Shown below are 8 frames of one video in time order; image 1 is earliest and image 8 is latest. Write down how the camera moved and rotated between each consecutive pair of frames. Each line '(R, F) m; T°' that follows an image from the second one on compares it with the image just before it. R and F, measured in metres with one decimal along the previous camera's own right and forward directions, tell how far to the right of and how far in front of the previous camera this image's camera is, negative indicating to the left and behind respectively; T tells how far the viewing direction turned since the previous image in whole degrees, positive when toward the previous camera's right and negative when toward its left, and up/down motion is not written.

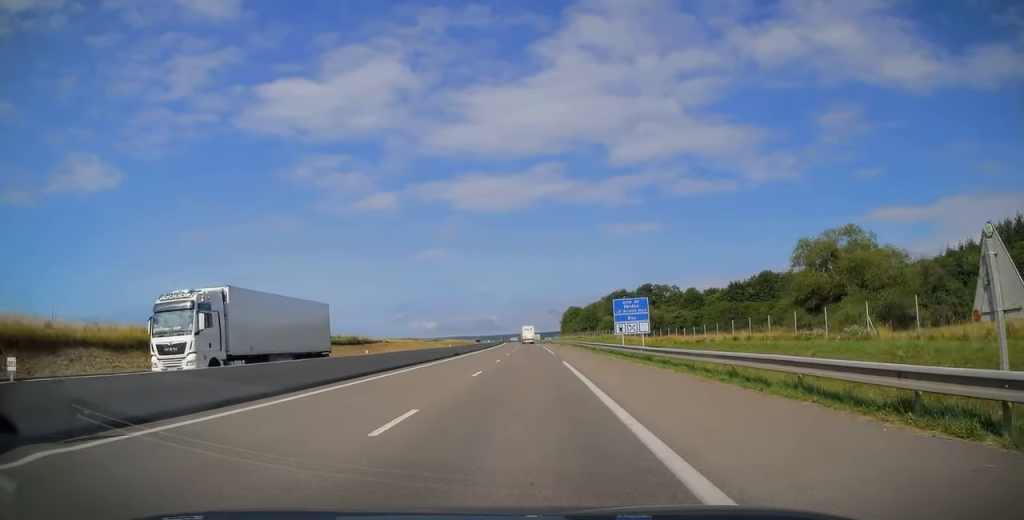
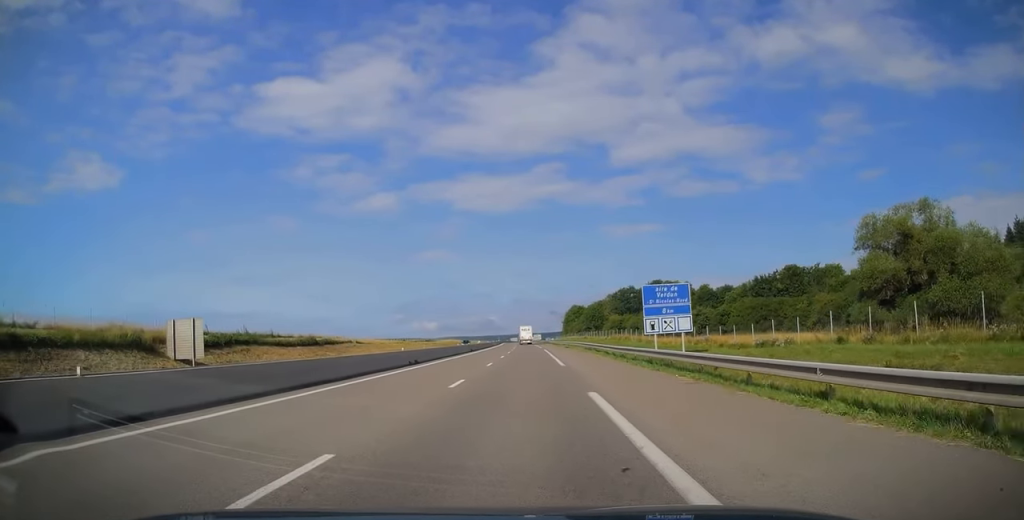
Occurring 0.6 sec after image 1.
(0.0, +17.6) m; 0°
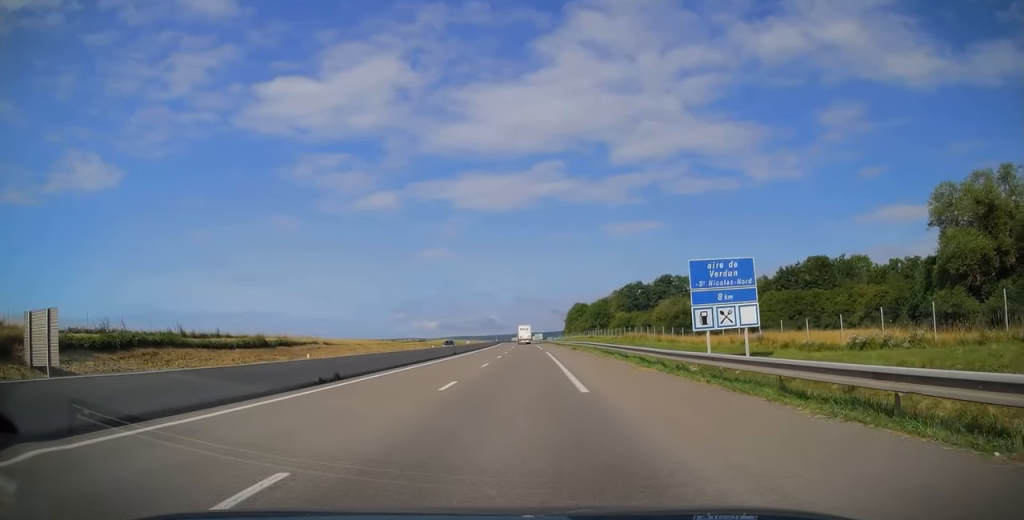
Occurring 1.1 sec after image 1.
(0.0, +14.2) m; 0°
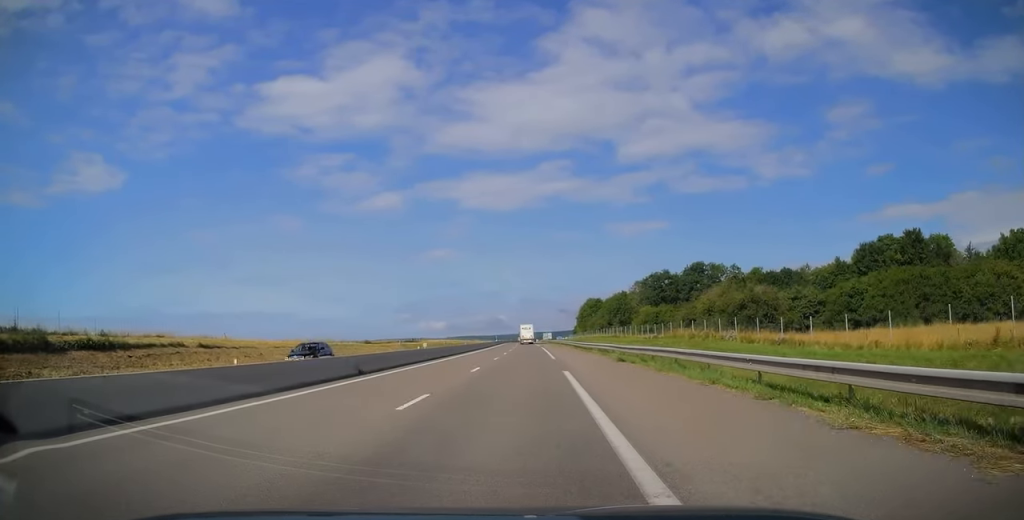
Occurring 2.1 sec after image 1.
(-0.3, +30.7) m; -1°
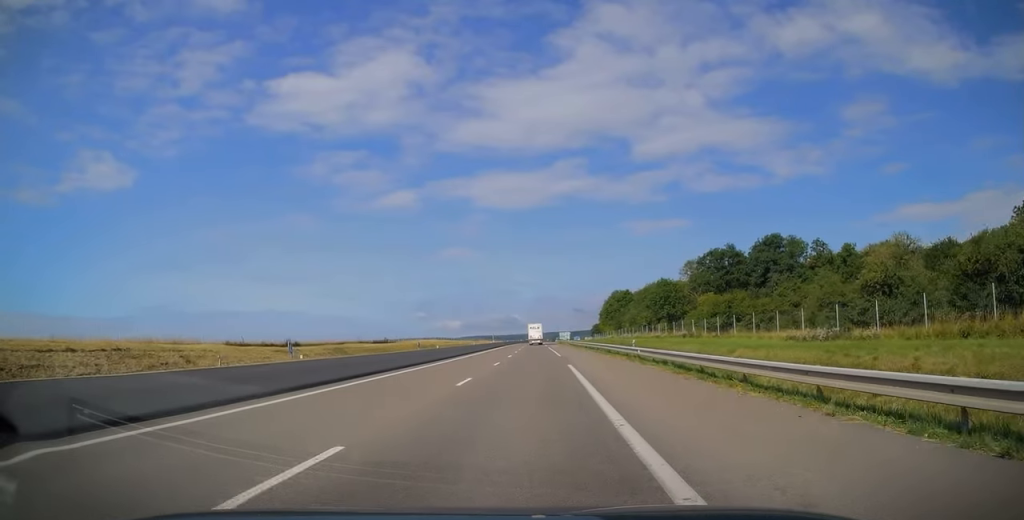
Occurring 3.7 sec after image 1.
(-0.5, +46.4) m; -1°
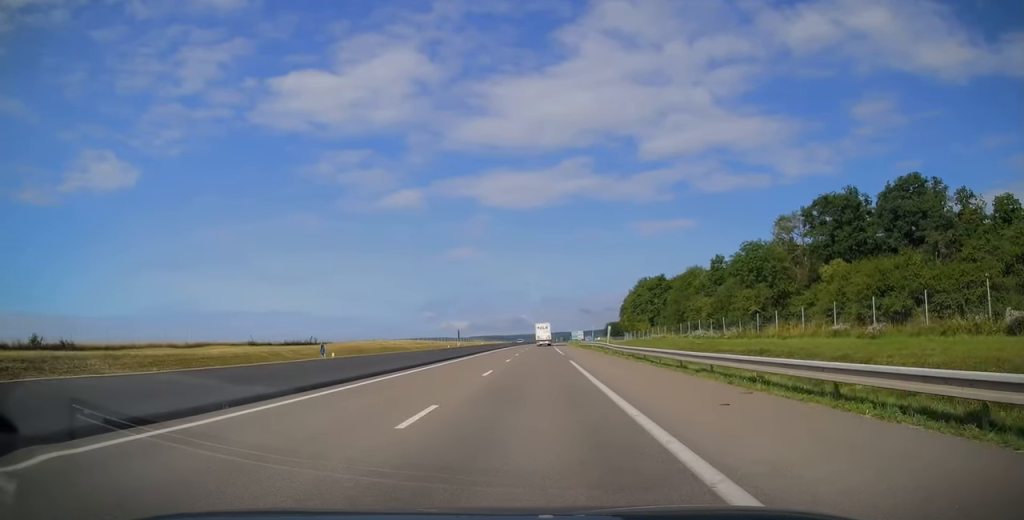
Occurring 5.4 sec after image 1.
(-0.1, +48.0) m; 0°
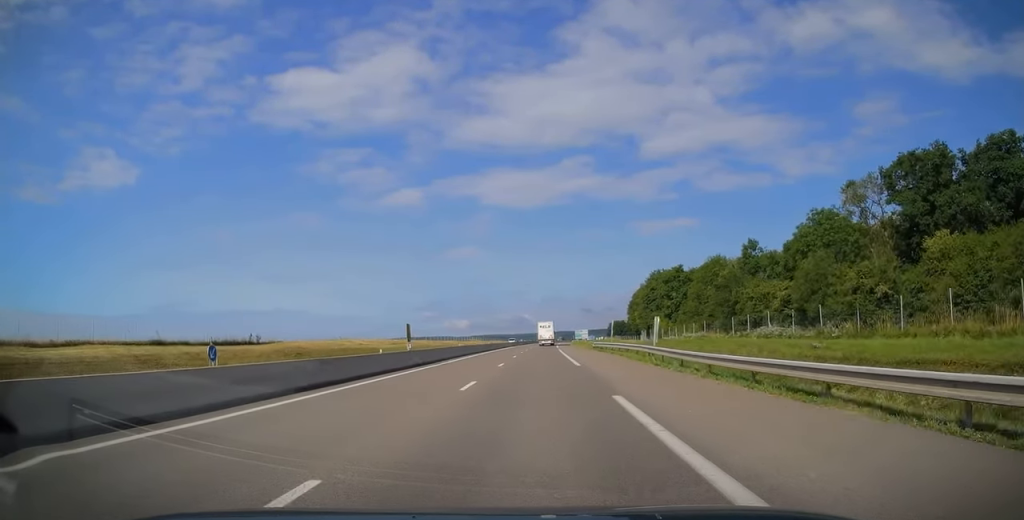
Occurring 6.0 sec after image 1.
(0.0, +19.6) m; 0°
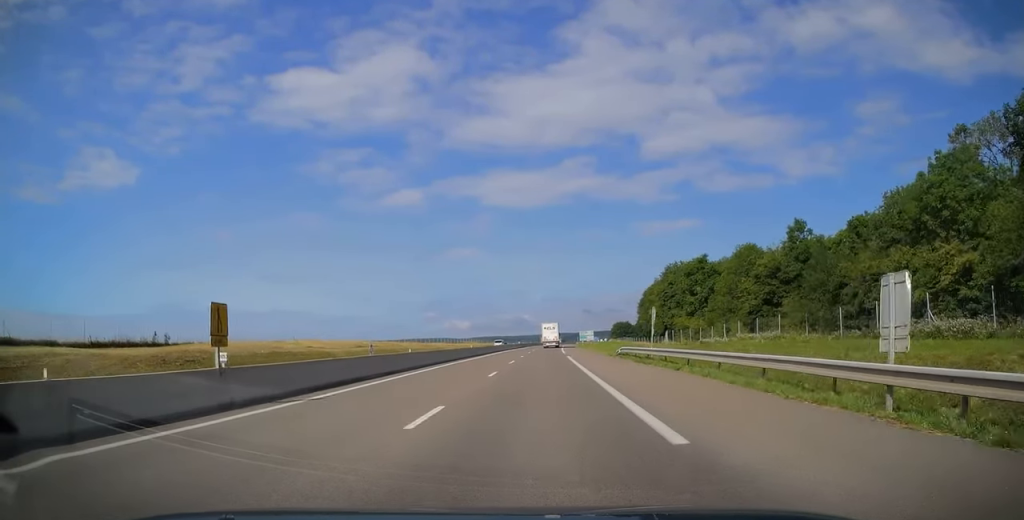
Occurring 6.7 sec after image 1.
(-0.2, +19.7) m; 0°
